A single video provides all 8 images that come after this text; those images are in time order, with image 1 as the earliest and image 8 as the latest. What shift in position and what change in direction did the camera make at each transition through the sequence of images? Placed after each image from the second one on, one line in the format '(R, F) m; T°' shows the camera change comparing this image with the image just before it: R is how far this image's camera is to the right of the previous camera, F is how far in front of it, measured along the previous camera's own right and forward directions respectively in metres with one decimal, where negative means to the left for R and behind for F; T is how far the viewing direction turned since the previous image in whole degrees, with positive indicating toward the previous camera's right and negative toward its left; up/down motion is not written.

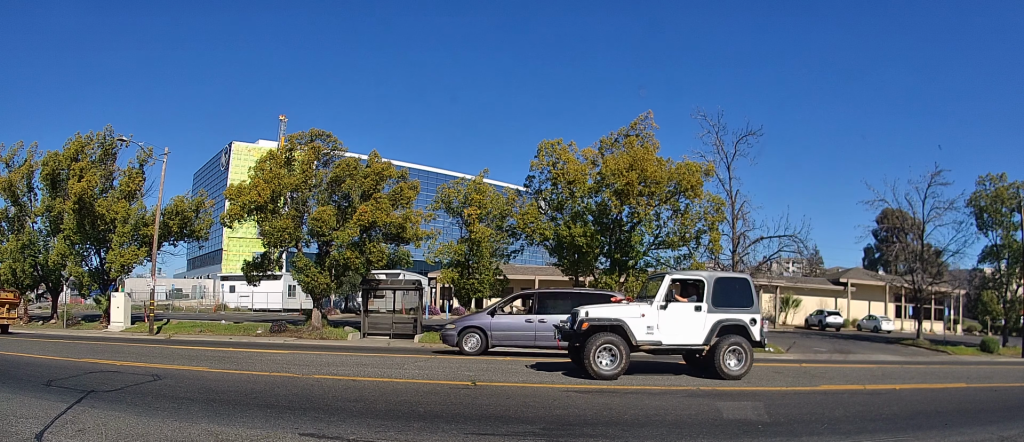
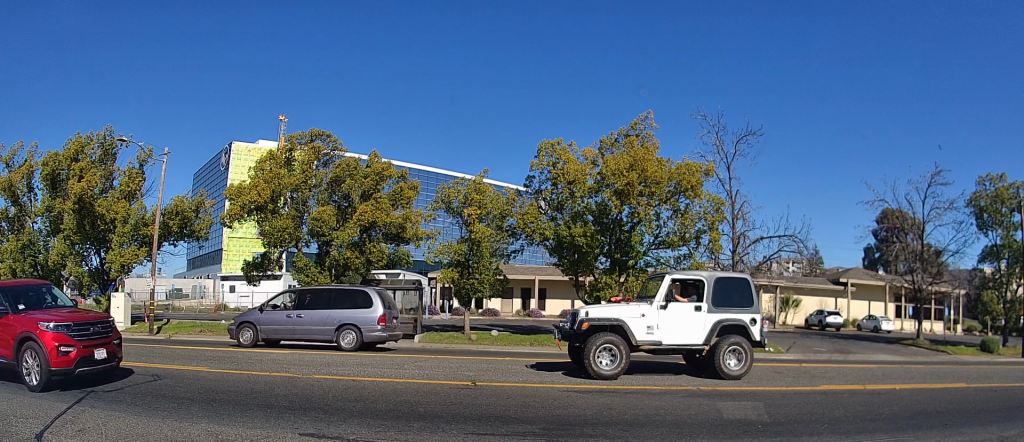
(0.0, 0.0) m; 0°
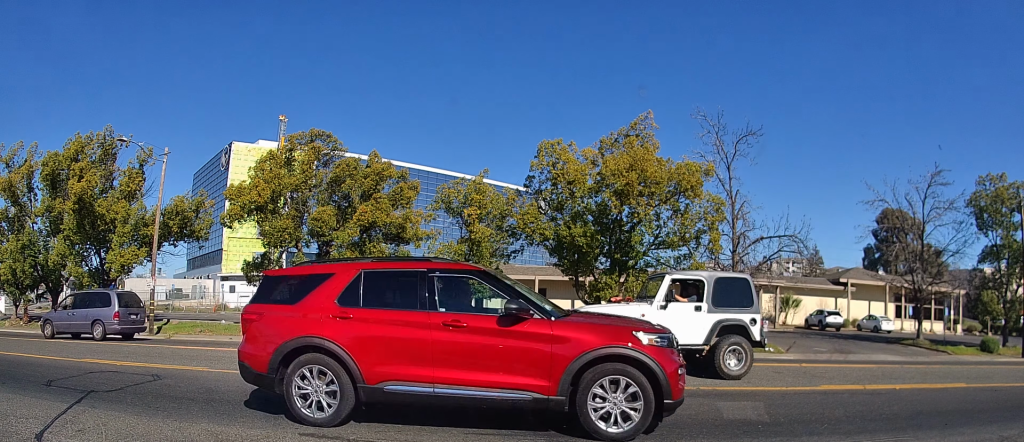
(0.0, 0.0) m; 0°
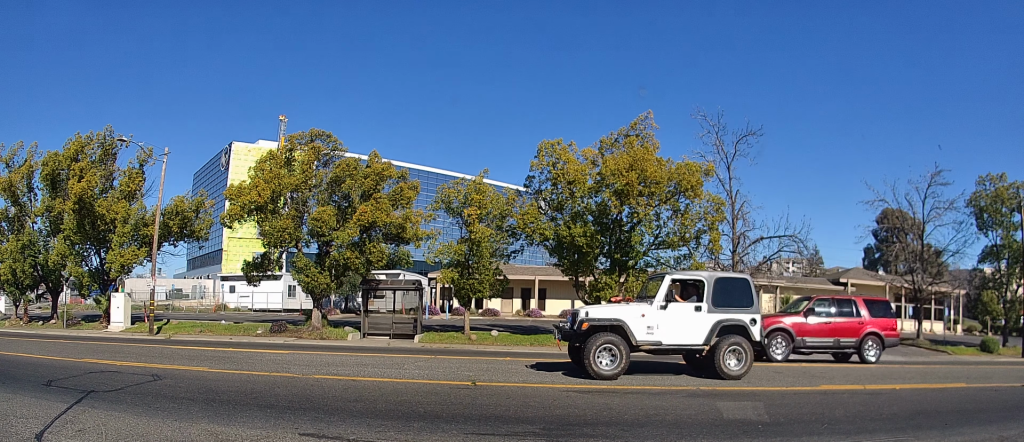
(0.0, 0.0) m; 0°
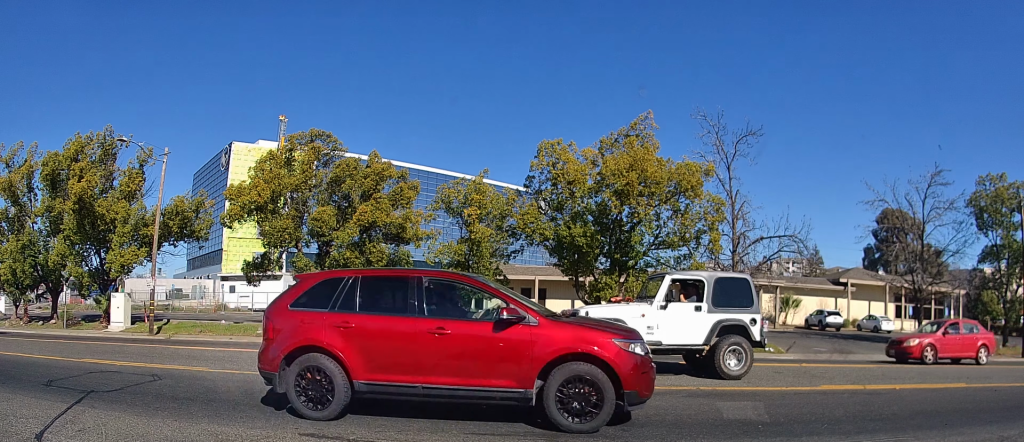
(0.0, 0.0) m; 0°
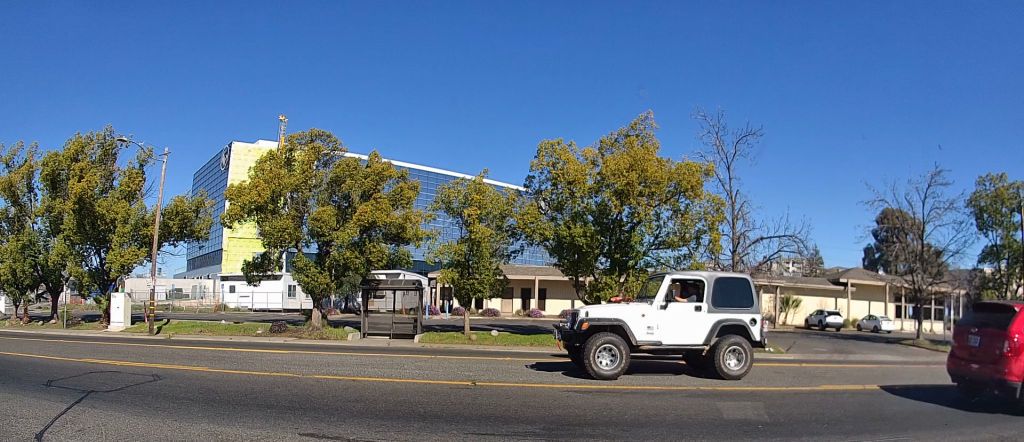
(0.0, 0.0) m; 0°
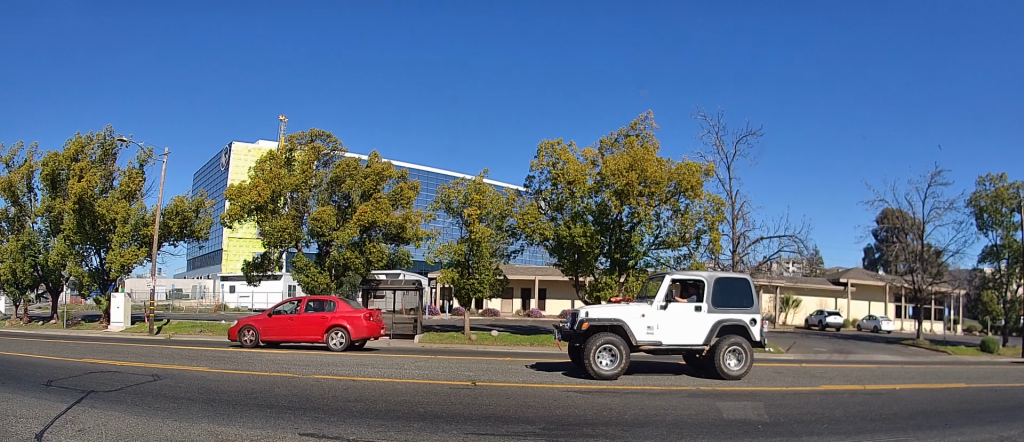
(0.0, 0.0) m; 0°
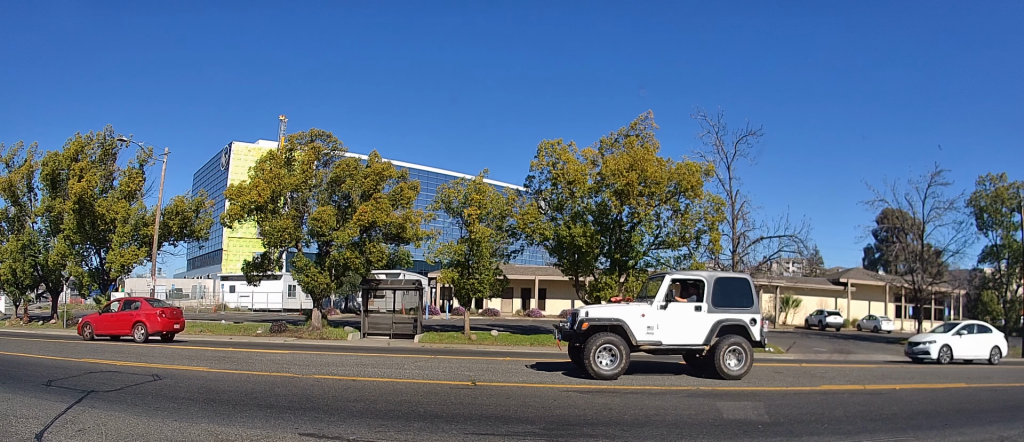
(0.0, 0.0) m; 0°
